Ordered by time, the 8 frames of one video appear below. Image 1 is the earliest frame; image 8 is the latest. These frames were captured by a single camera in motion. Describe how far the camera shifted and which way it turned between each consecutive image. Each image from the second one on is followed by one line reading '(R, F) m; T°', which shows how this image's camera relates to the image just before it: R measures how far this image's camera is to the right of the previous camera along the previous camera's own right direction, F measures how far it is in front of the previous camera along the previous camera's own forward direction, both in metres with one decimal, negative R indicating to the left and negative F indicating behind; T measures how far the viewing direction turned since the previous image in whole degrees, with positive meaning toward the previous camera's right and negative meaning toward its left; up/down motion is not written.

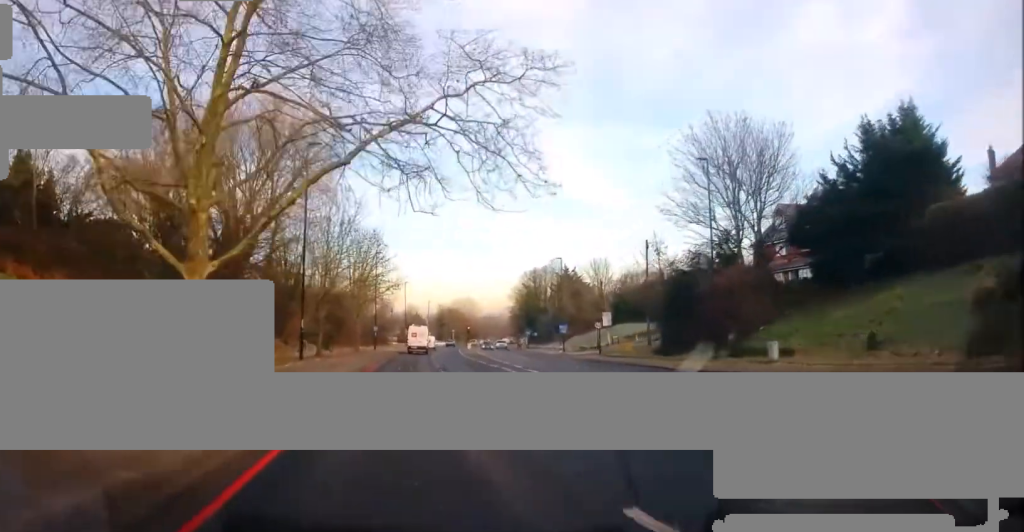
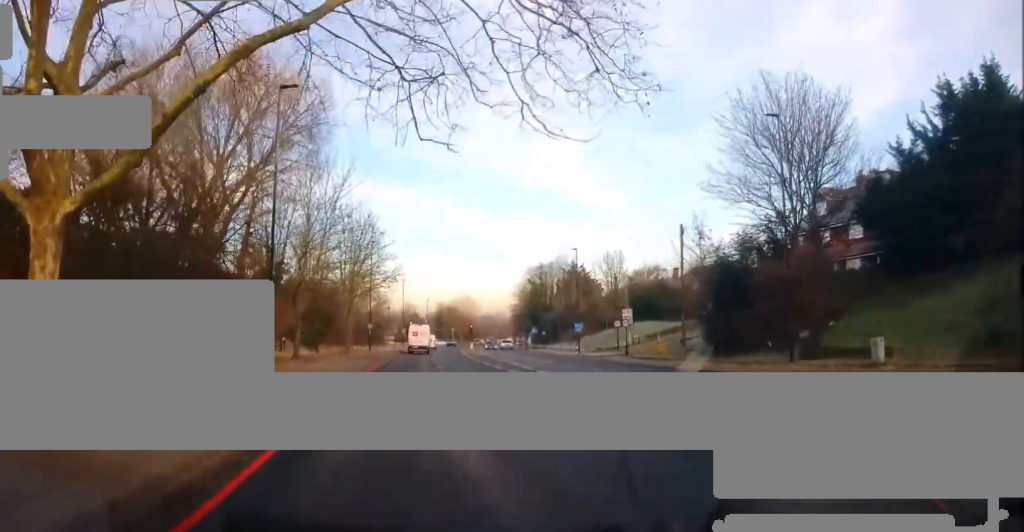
(-0.2, +6.7) m; -1°
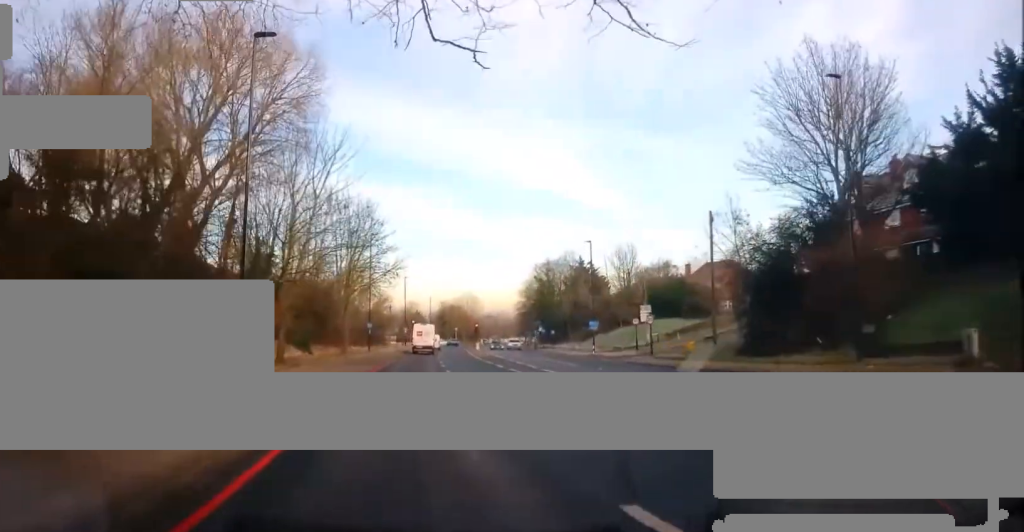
(-0.1, +4.6) m; 0°
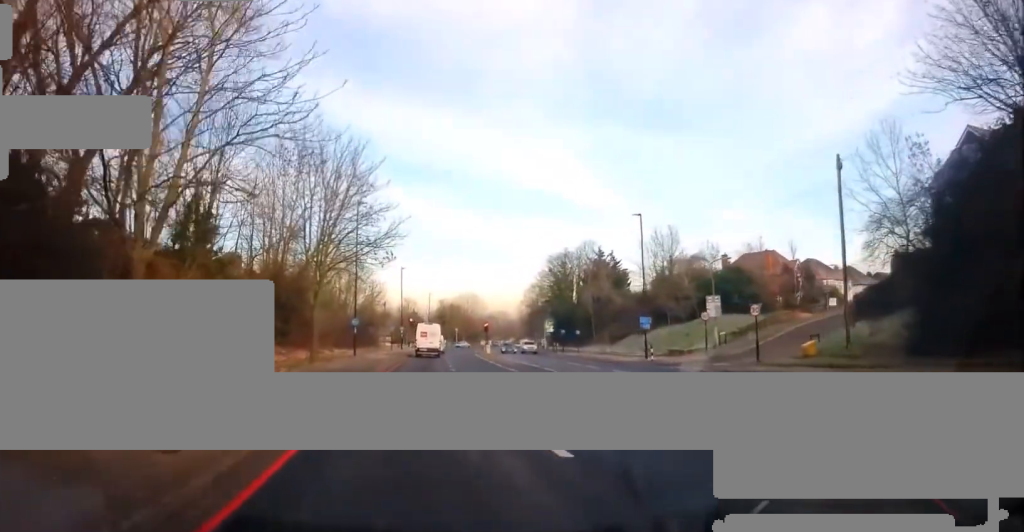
(+0.4, +14.1) m; +2°
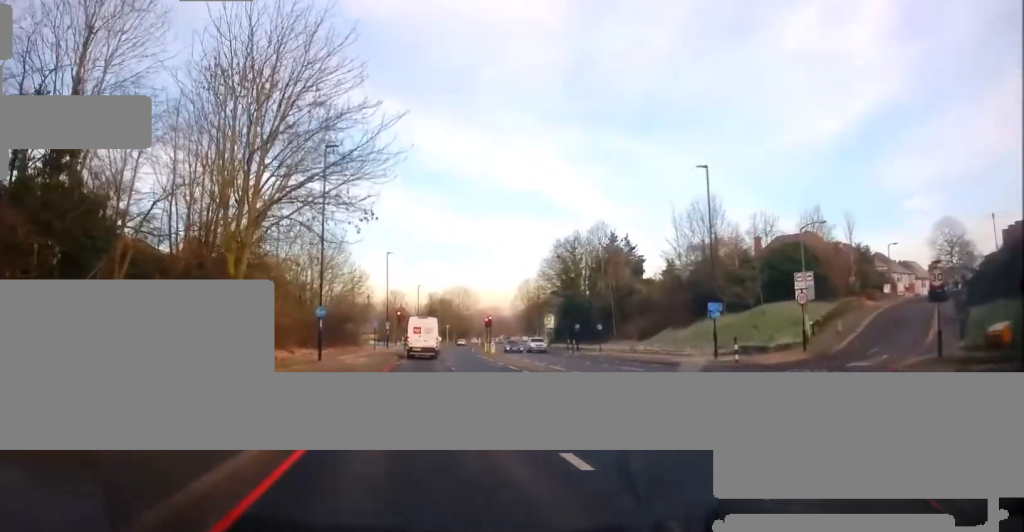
(-0.1, +12.7) m; 0°
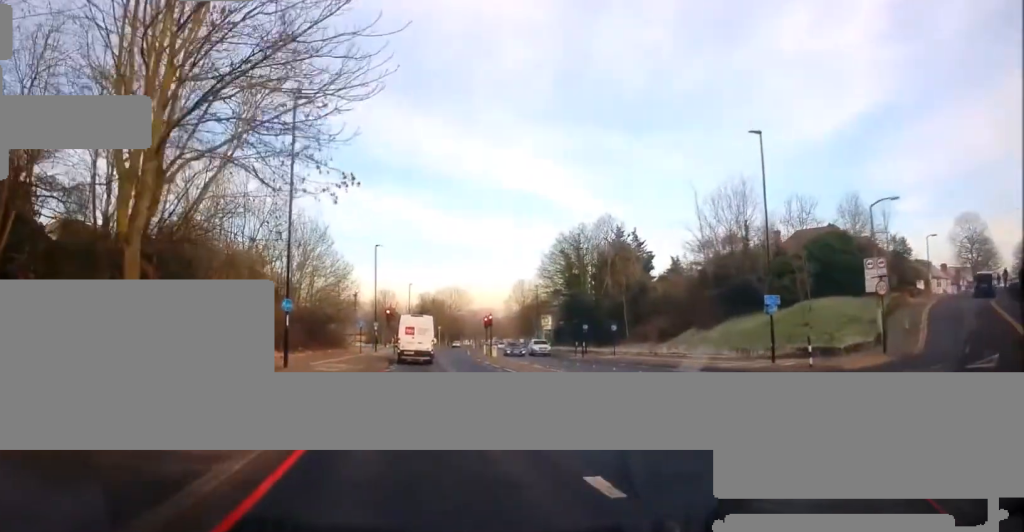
(0.0, +6.3) m; +1°
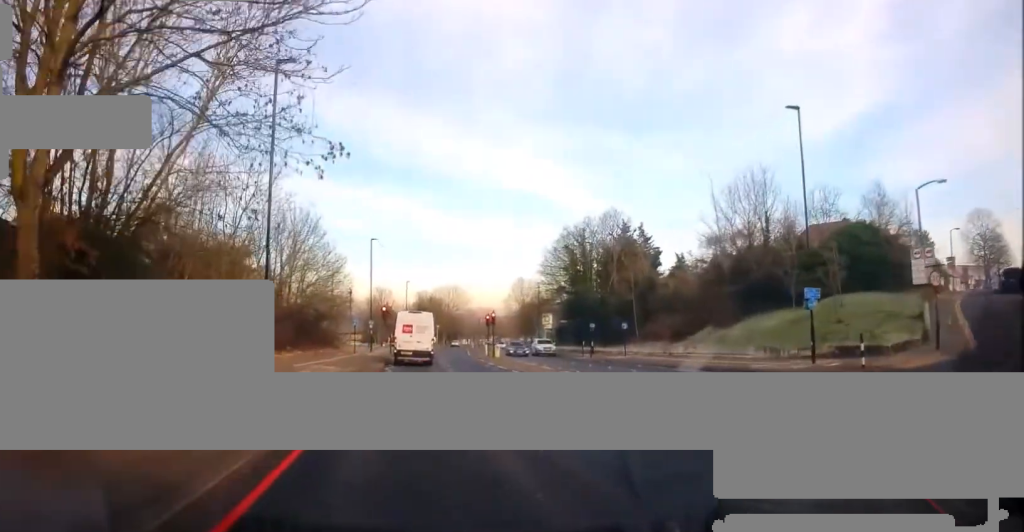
(+0.2, +3.2) m; 0°
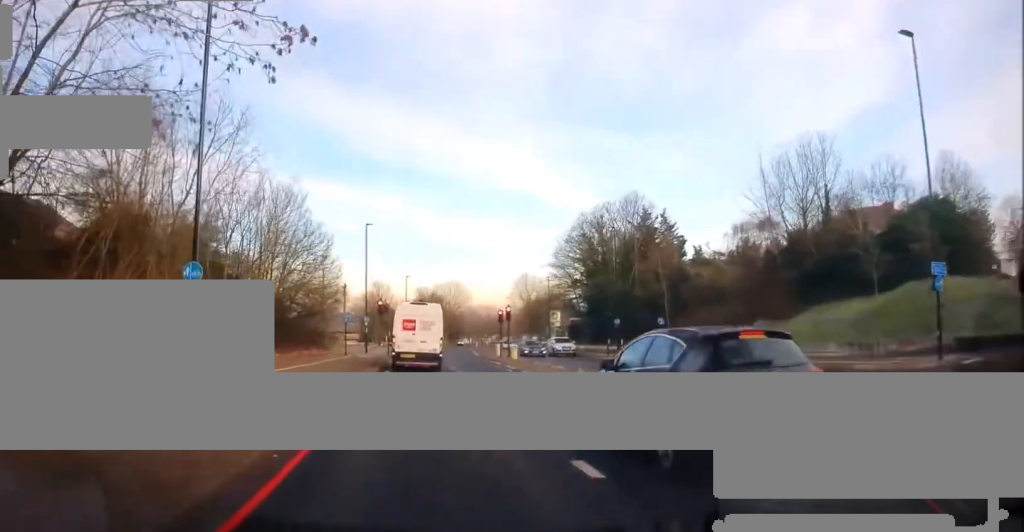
(-0.2, +6.6) m; -4°
